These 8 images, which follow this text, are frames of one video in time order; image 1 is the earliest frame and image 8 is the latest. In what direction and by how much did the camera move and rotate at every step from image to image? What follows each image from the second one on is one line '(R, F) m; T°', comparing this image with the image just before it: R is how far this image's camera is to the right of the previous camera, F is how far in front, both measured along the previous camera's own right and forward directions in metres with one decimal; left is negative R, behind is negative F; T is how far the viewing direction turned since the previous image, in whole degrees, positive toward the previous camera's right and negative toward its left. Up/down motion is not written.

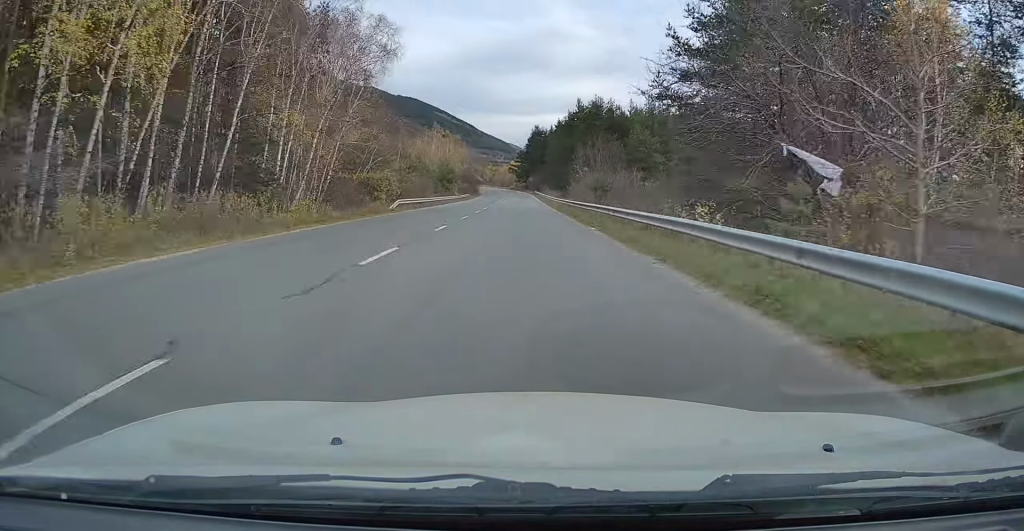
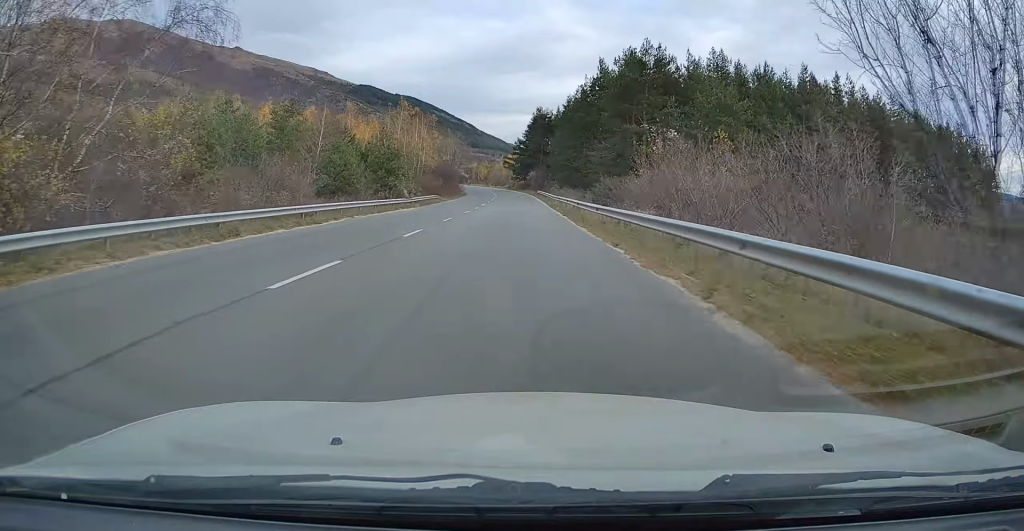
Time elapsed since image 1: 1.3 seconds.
(+0.1, +39.2) m; 0°
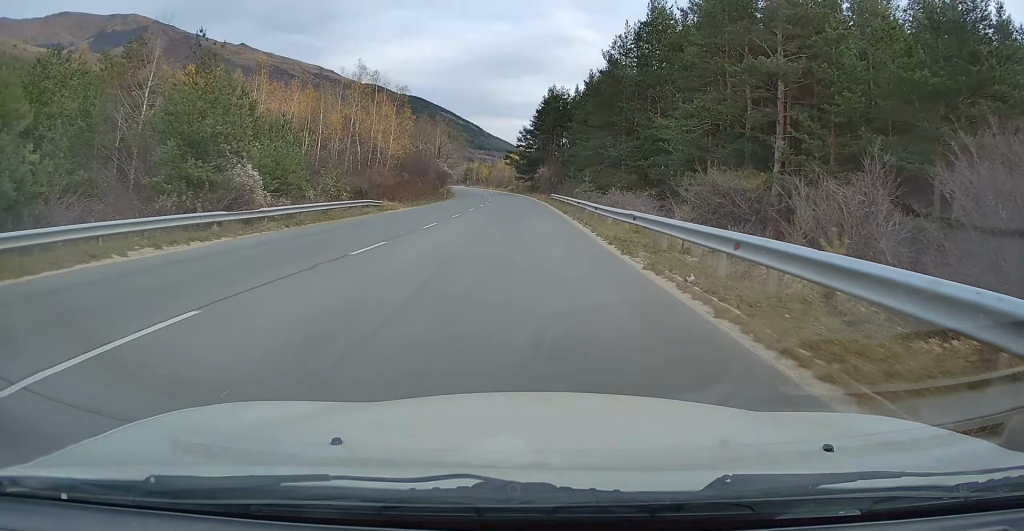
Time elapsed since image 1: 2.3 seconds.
(-0.2, +32.3) m; -1°
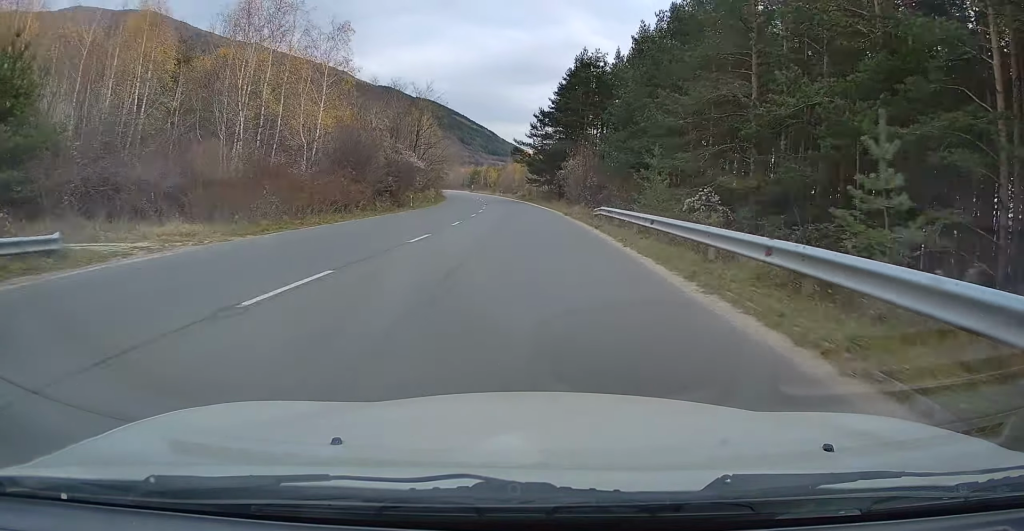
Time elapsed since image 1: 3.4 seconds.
(-0.2, +32.6) m; -1°
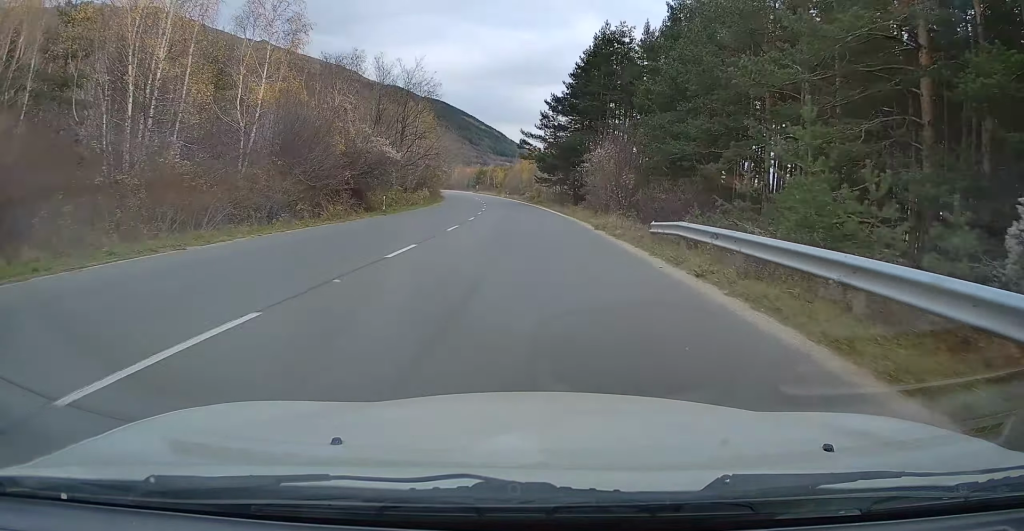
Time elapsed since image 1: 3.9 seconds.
(+0.2, +12.7) m; -1°
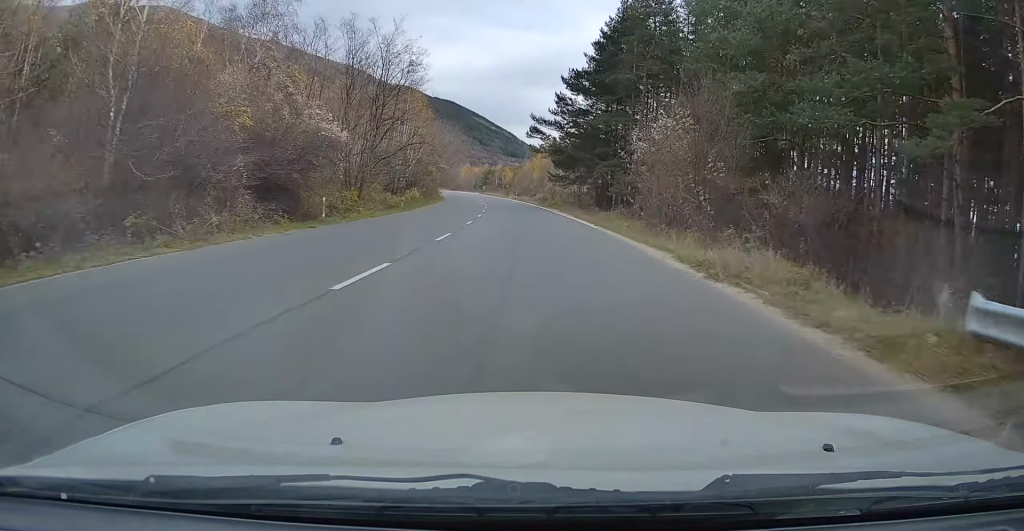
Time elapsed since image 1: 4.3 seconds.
(-0.4, +13.7) m; -1°
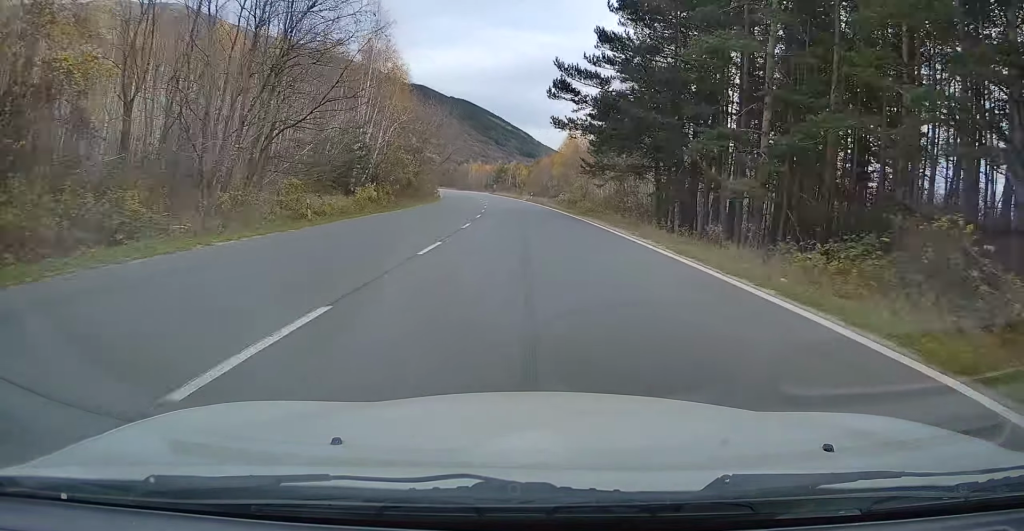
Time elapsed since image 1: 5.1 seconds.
(-0.3, +22.5) m; -1°
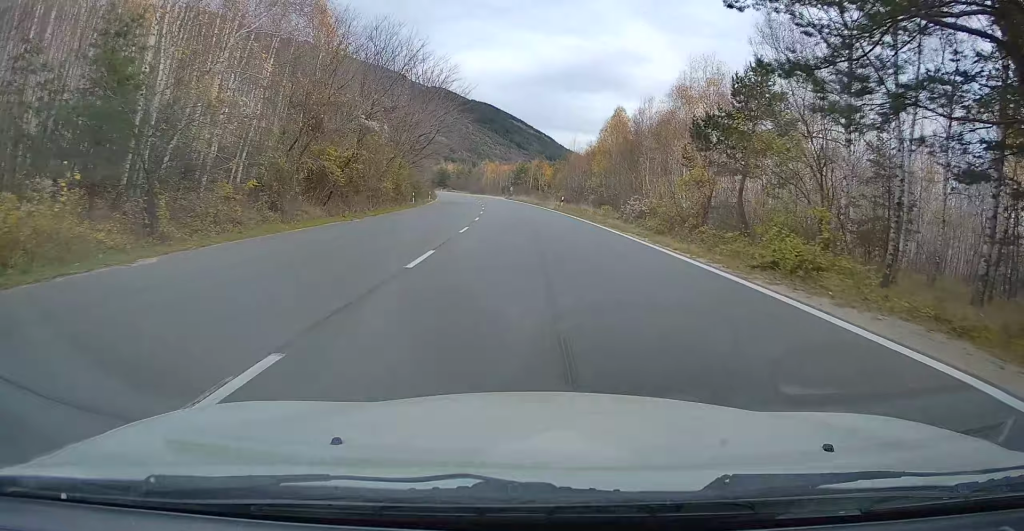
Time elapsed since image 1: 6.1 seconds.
(-0.1, +29.5) m; -1°
